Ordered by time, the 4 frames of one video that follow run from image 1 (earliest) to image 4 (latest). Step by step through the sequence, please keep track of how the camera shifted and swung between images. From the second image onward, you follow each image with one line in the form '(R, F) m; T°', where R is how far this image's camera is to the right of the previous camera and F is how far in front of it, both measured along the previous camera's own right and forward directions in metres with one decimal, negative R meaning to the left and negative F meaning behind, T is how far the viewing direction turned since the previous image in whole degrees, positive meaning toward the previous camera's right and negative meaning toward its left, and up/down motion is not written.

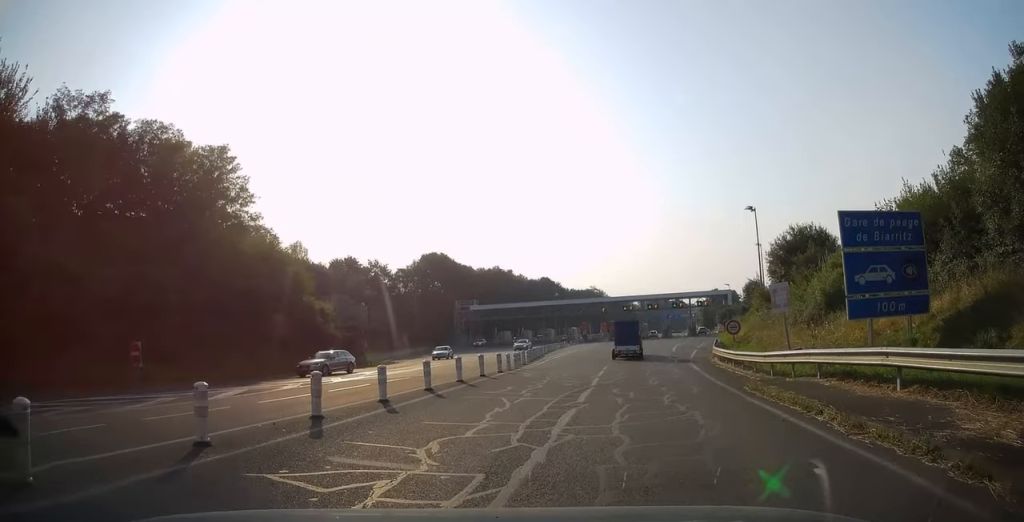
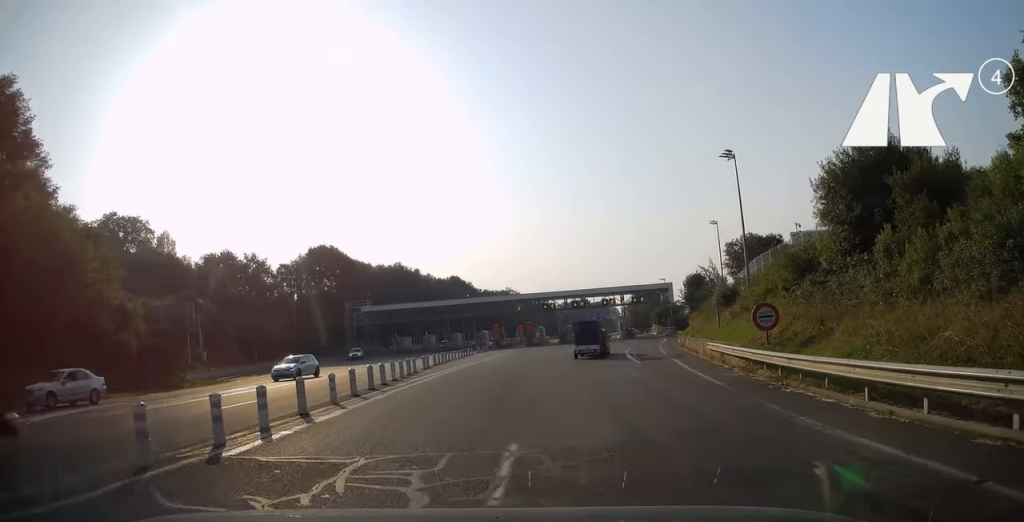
(+2.1, +21.1) m; +4°
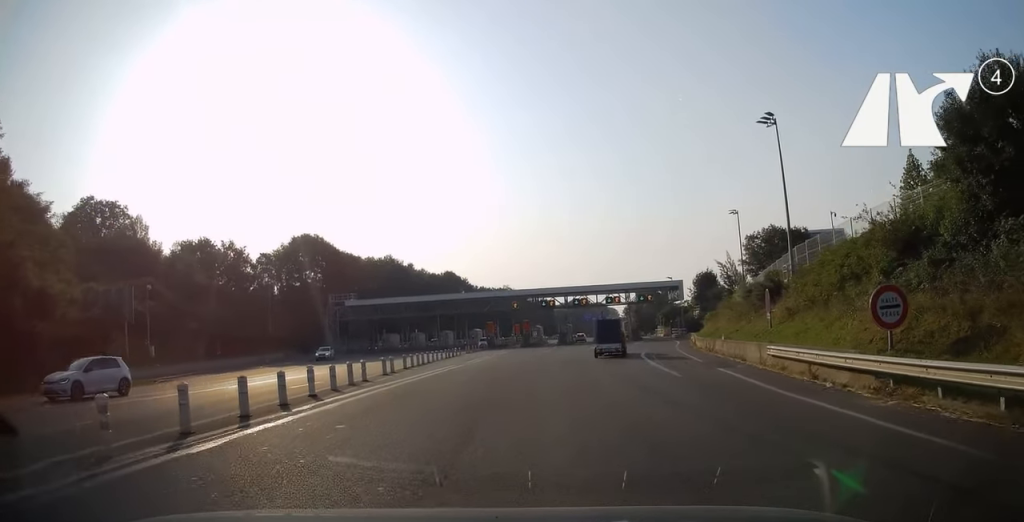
(-0.3, +8.6) m; -2°
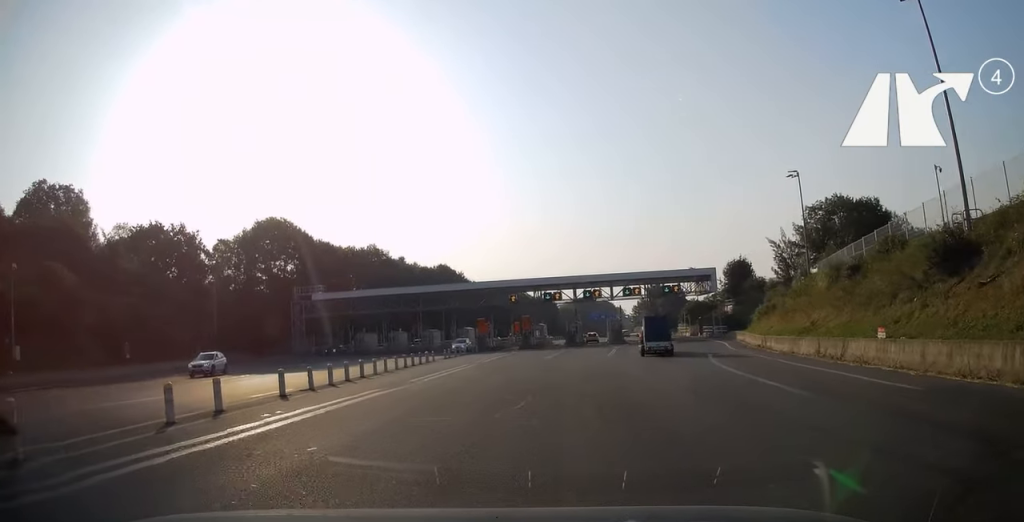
(-0.1, +16.8) m; -1°
